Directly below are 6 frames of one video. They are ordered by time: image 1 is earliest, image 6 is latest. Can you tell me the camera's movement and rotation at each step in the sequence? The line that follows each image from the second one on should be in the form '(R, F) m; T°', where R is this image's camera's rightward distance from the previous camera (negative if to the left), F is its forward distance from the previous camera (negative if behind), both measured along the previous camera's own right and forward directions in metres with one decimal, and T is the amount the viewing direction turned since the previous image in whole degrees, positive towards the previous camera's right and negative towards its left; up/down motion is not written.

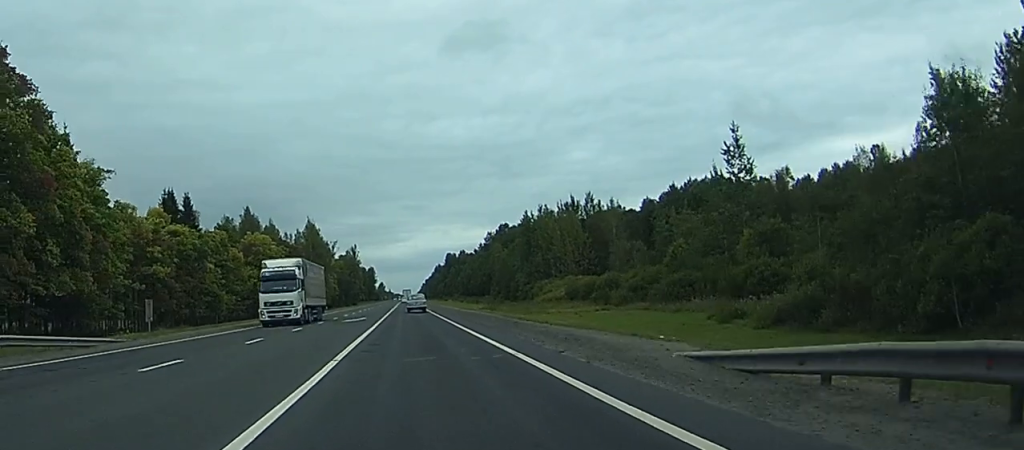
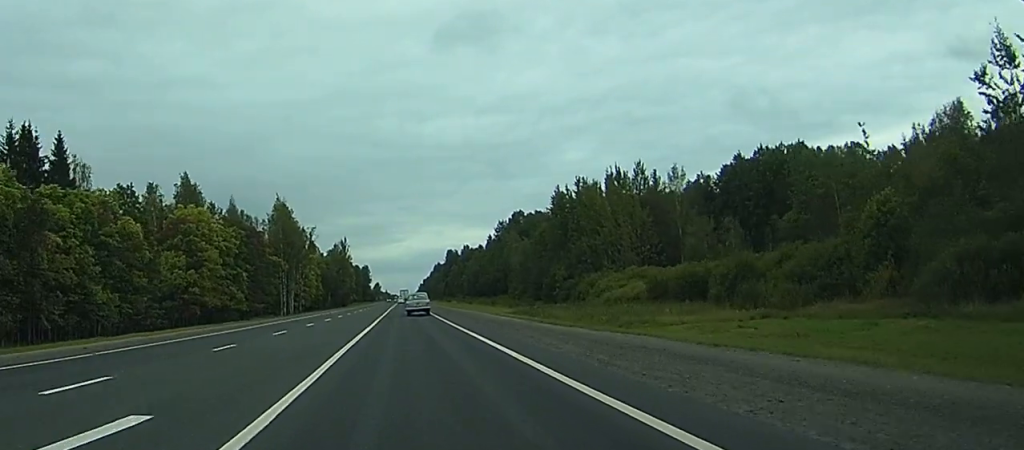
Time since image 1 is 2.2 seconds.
(-0.1, +52.7) m; 0°
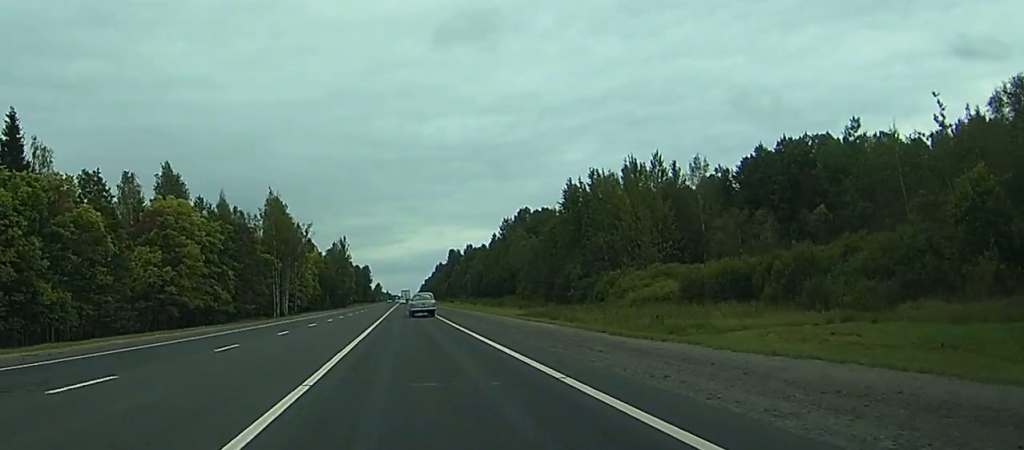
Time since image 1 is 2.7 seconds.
(0.0, +11.9) m; 0°
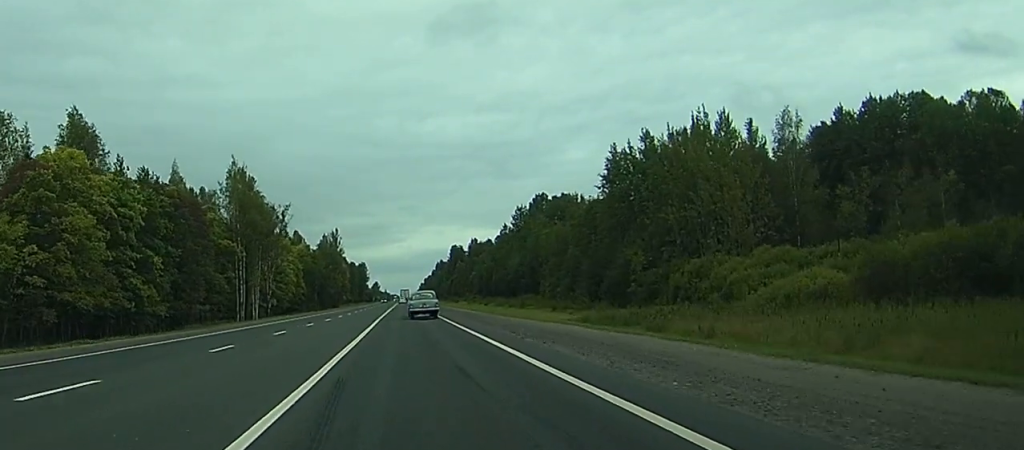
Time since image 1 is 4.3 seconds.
(+0.1, +37.2) m; 0°
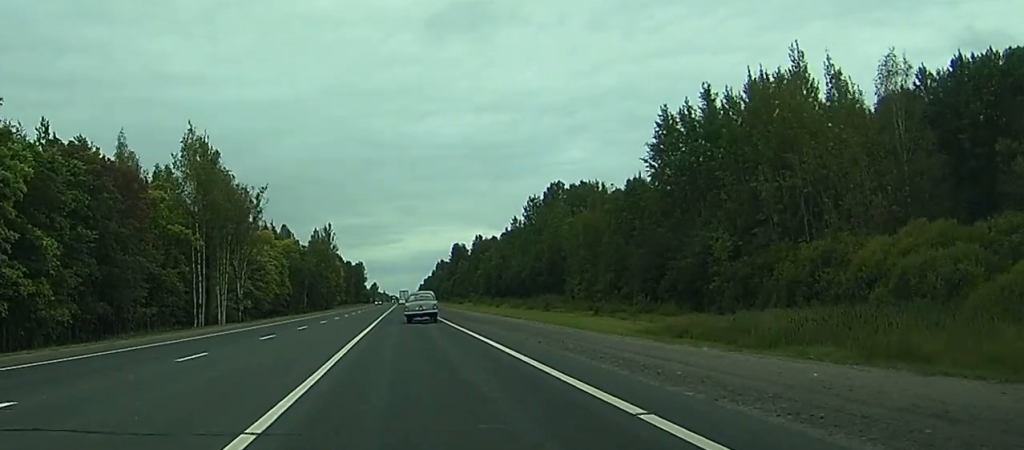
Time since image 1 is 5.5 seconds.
(+0.1, +27.8) m; 0°
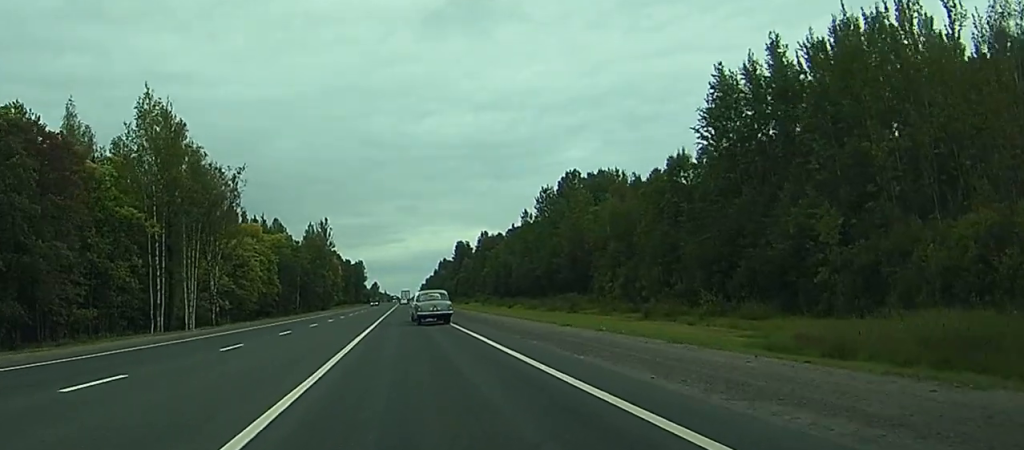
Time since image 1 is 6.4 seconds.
(+0.1, +19.7) m; 0°
